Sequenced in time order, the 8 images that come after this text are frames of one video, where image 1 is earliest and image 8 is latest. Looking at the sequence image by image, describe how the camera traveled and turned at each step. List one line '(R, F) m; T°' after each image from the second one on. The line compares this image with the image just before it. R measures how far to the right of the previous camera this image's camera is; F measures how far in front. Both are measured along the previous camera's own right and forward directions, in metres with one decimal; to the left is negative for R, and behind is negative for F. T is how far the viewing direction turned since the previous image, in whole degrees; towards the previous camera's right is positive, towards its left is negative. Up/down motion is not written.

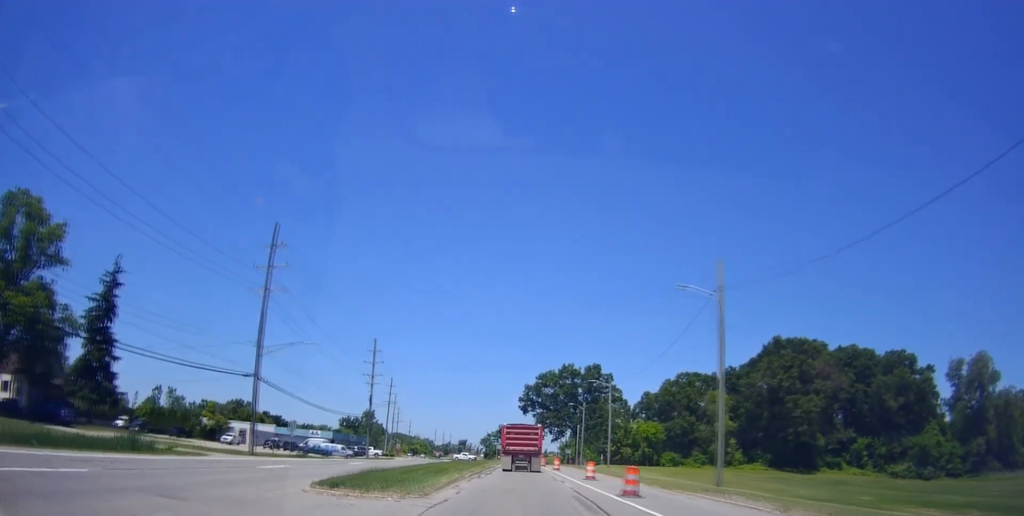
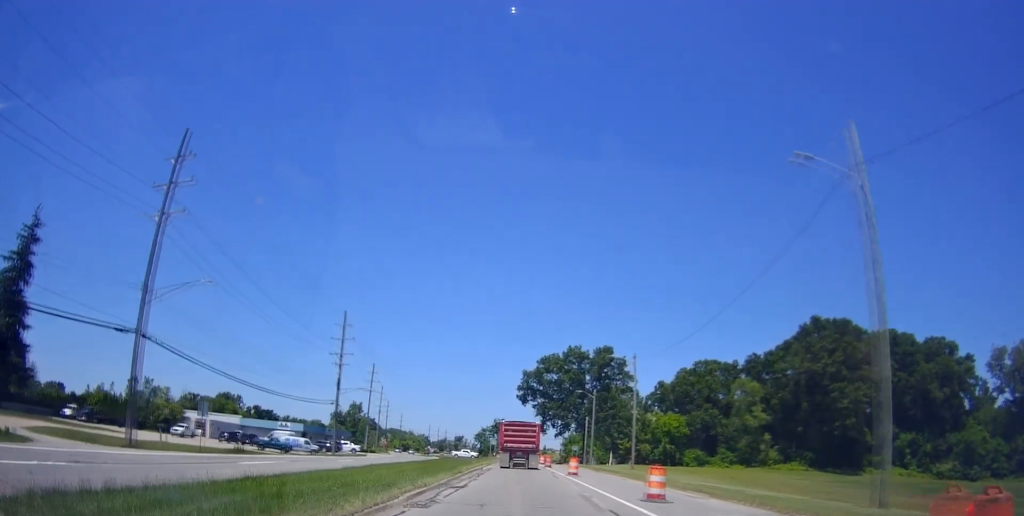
(+0.6, +16.0) m; +1°
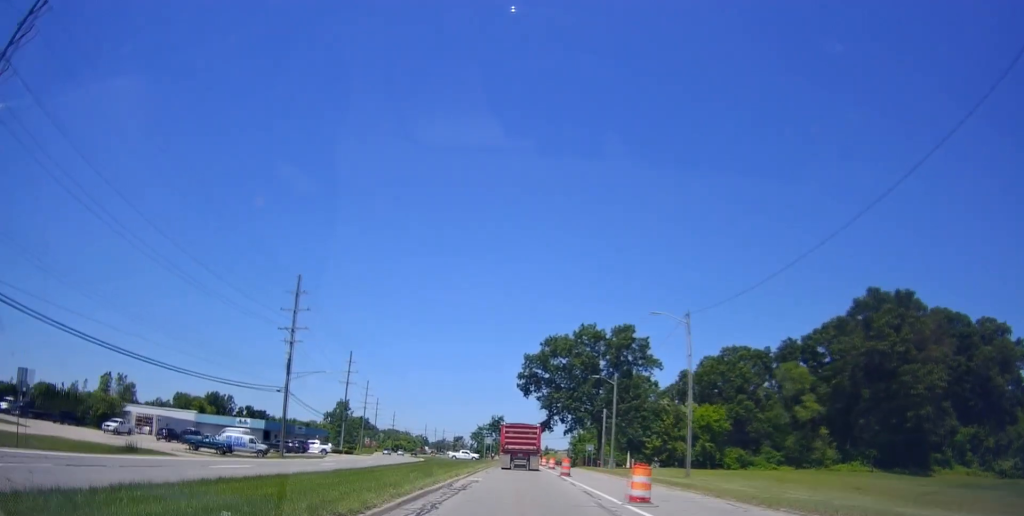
(-0.3, +17.5) m; -1°
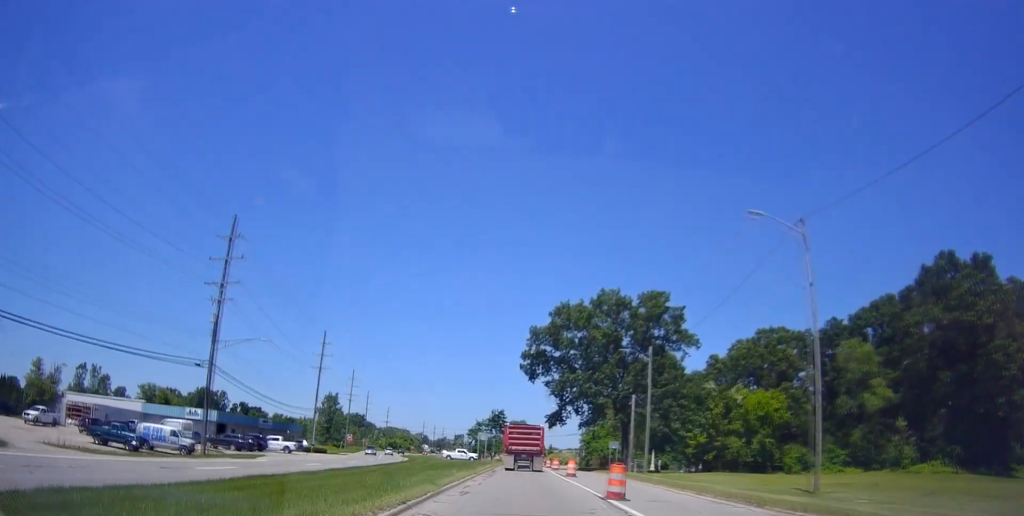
(0.0, +16.1) m; 0°
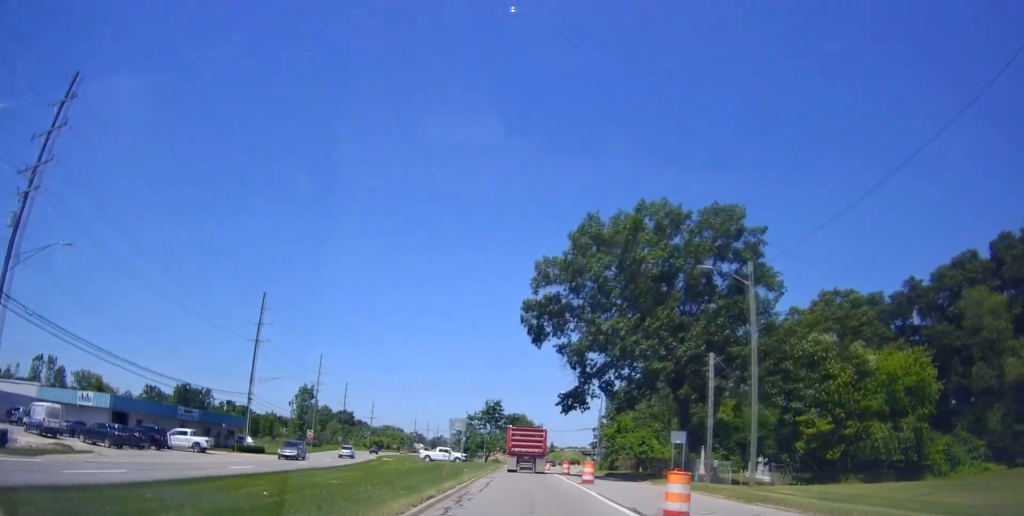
(0.0, +22.2) m; +1°
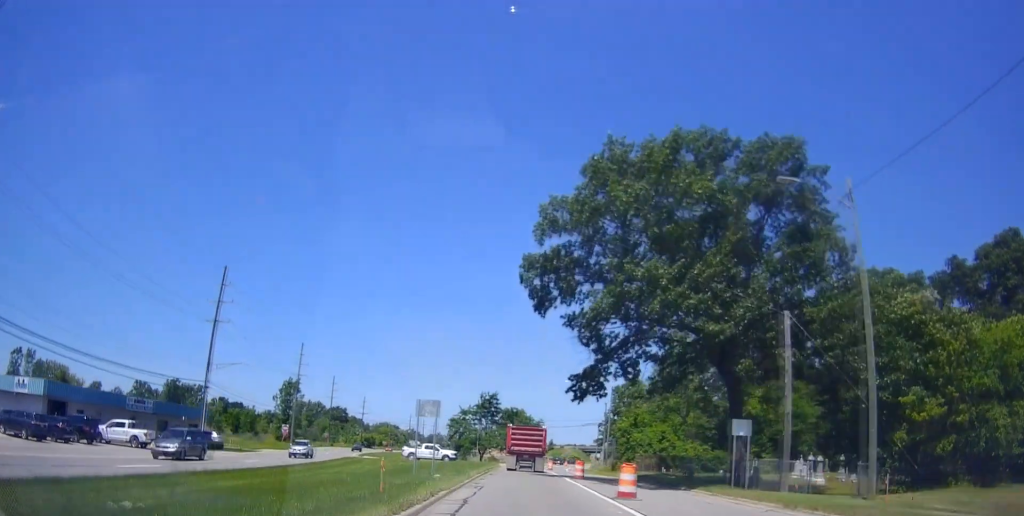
(-0.1, +9.7) m; +1°
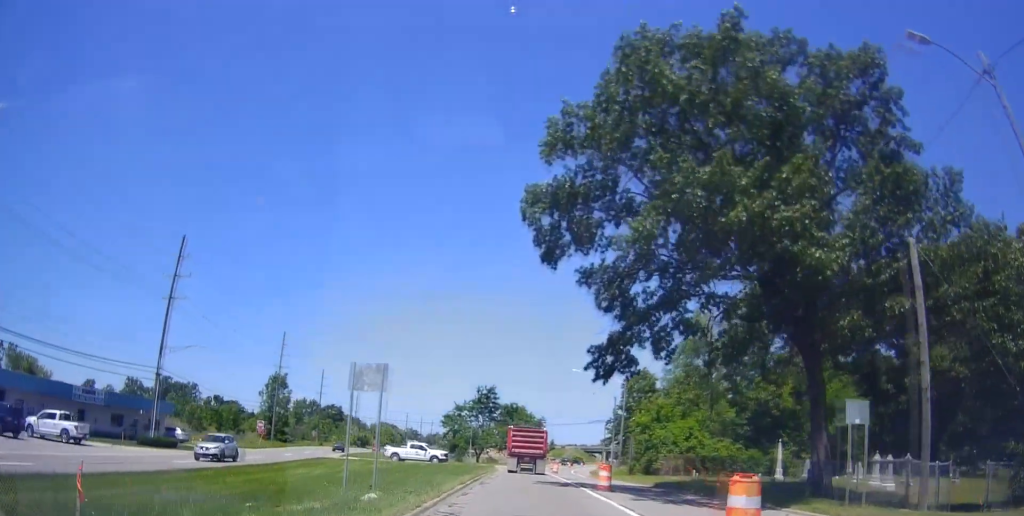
(+0.2, +8.6) m; +1°
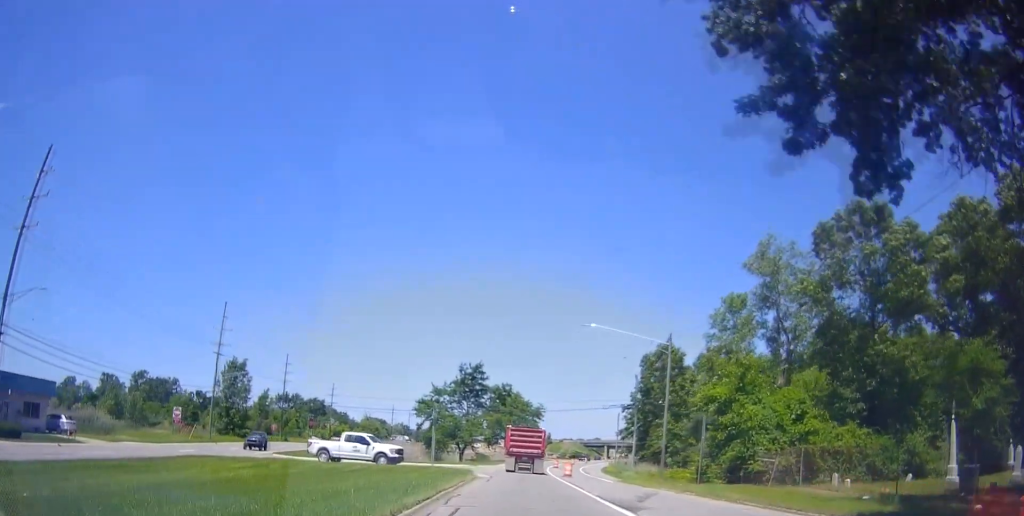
(+0.3, +19.1) m; 0°
